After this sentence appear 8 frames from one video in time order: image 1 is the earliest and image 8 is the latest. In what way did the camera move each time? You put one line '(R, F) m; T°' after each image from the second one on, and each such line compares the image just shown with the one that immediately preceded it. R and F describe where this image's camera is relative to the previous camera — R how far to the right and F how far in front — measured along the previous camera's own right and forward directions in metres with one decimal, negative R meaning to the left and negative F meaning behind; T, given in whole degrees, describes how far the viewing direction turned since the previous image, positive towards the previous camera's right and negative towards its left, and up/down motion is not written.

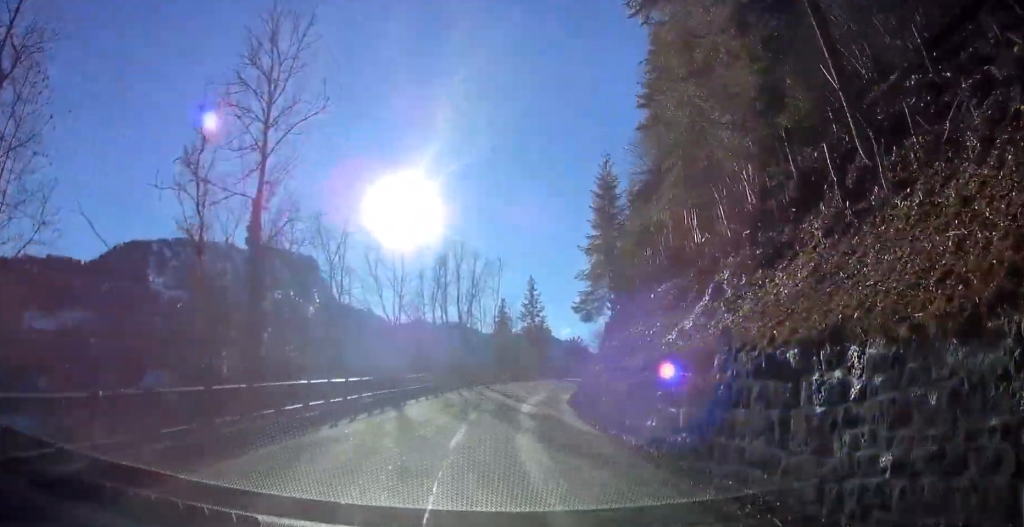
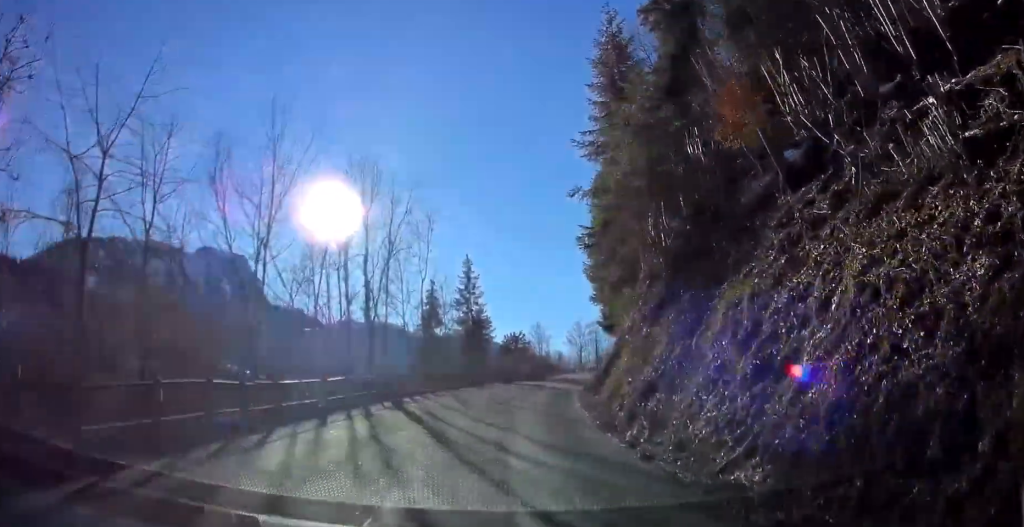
(+0.4, +17.2) m; +4°
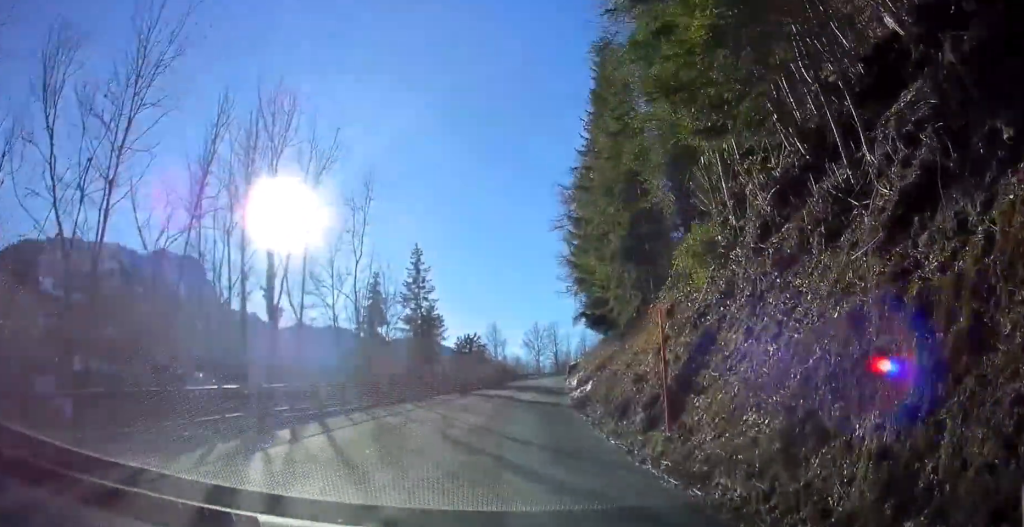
(+0.3, +9.3) m; +3°
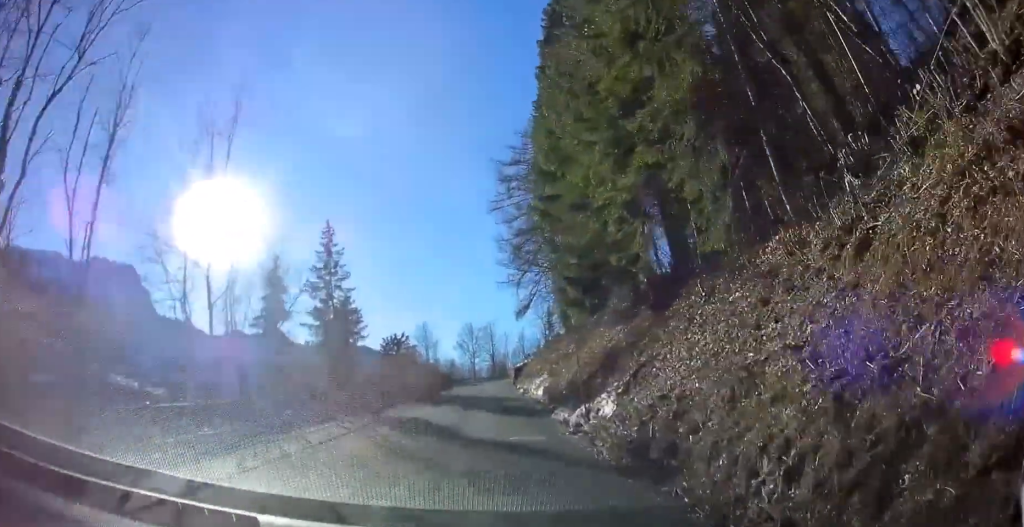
(+0.4, +11.6) m; +4°
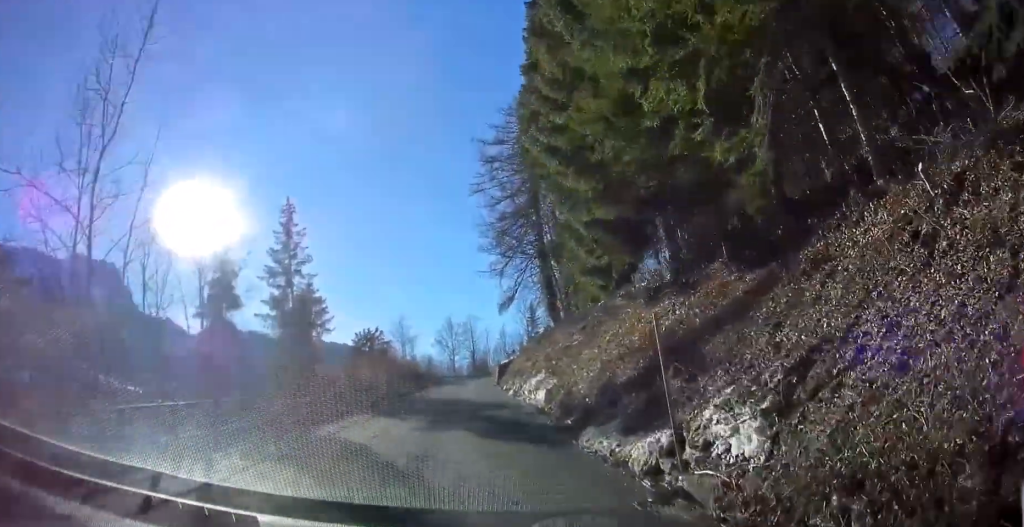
(+0.2, +6.8) m; +2°
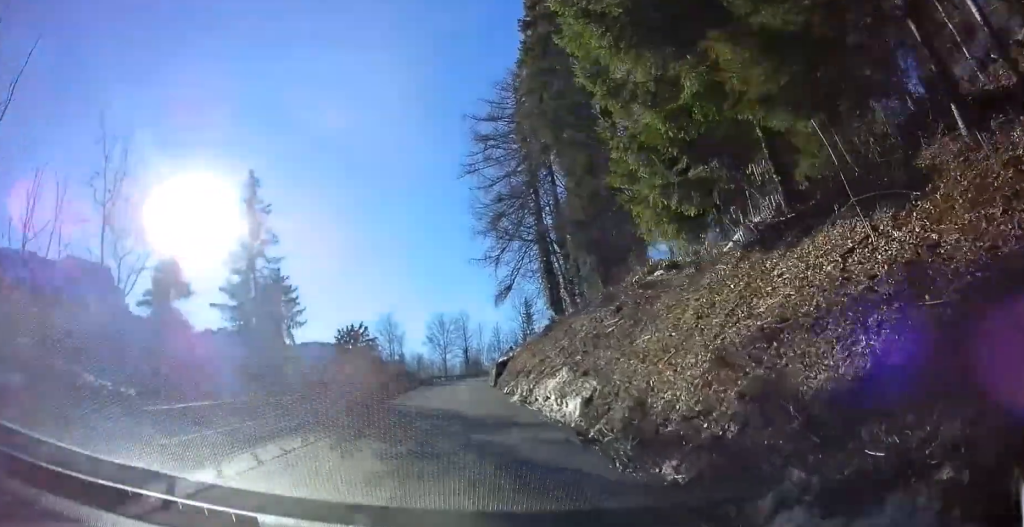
(+0.1, +6.5) m; +1°
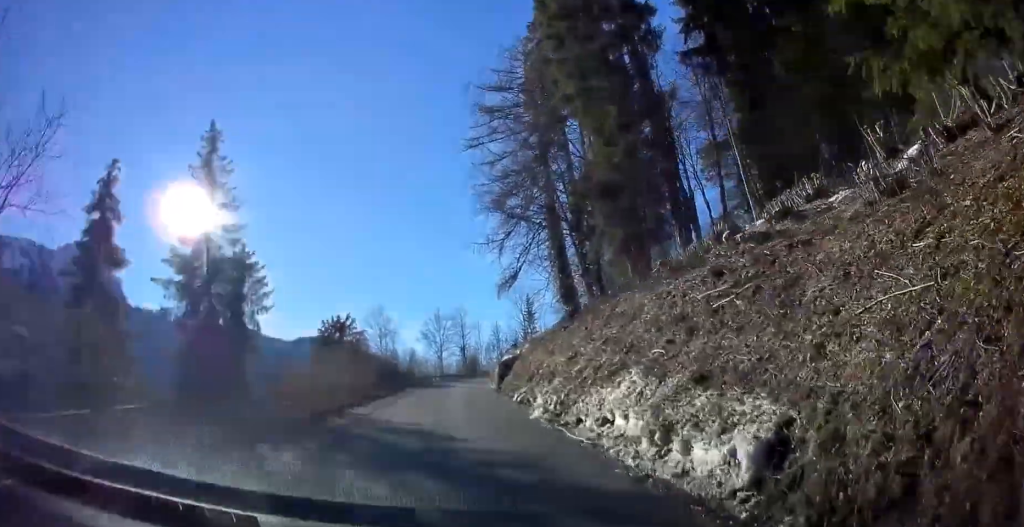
(+0.1, +7.7) m; +1°
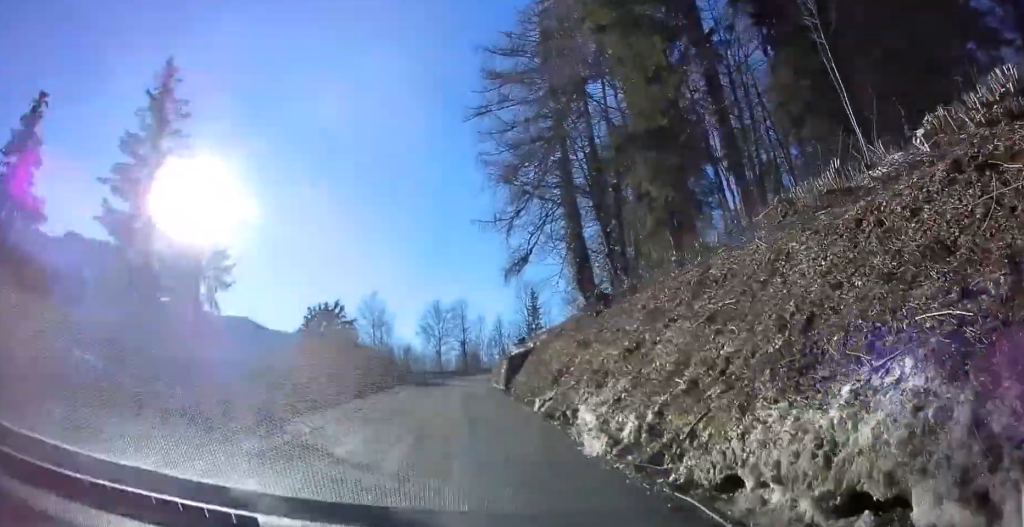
(0.0, +6.5) m; 0°
